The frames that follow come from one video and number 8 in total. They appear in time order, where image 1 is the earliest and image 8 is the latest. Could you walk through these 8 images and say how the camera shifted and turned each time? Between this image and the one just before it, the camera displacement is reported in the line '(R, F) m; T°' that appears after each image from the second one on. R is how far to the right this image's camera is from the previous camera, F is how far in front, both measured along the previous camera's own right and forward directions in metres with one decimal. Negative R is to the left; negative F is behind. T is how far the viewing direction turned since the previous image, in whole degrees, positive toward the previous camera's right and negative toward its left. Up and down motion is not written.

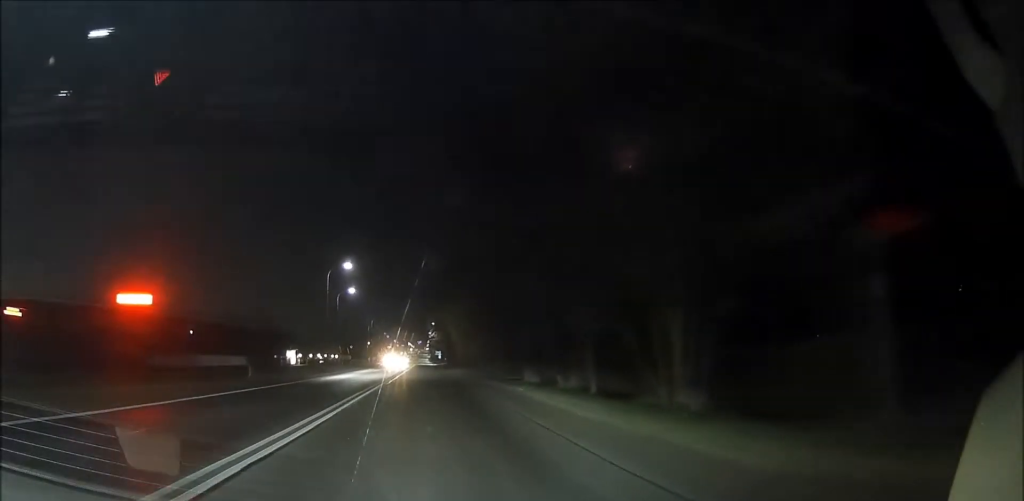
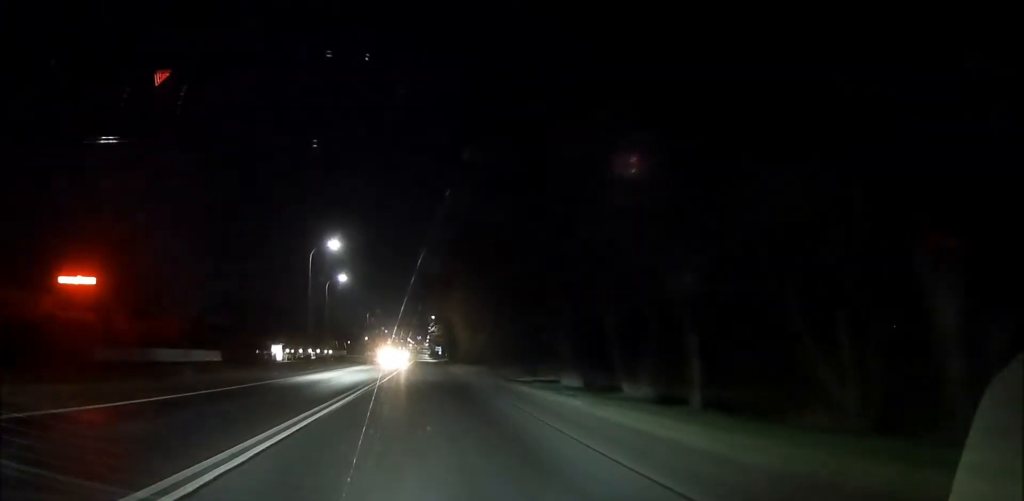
(+0.2, +9.9) m; 0°
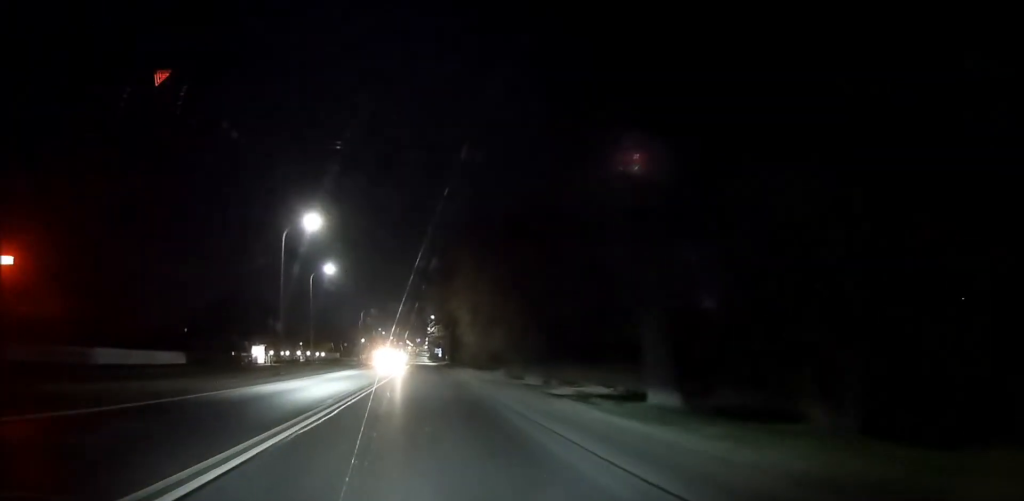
(+0.1, +10.4) m; 0°
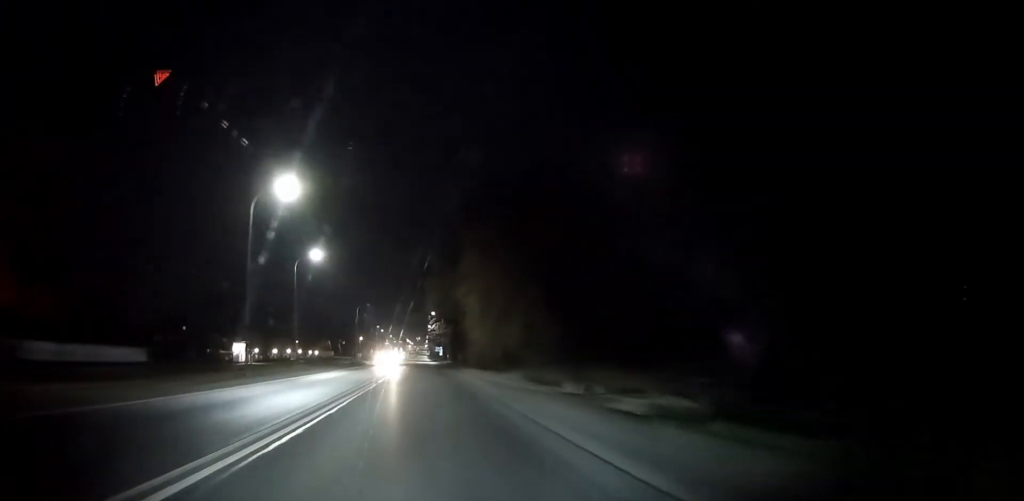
(-0.1, +8.7) m; 0°
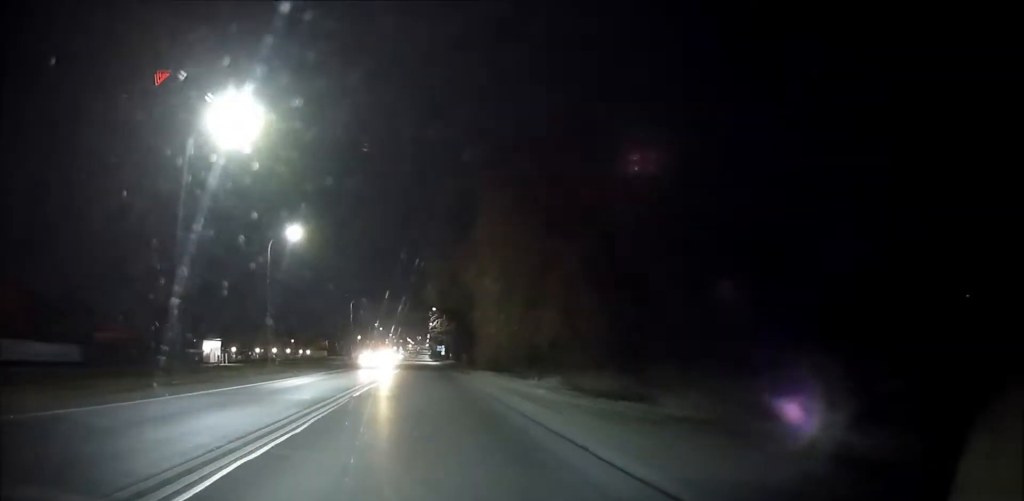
(0.0, +10.9) m; 0°
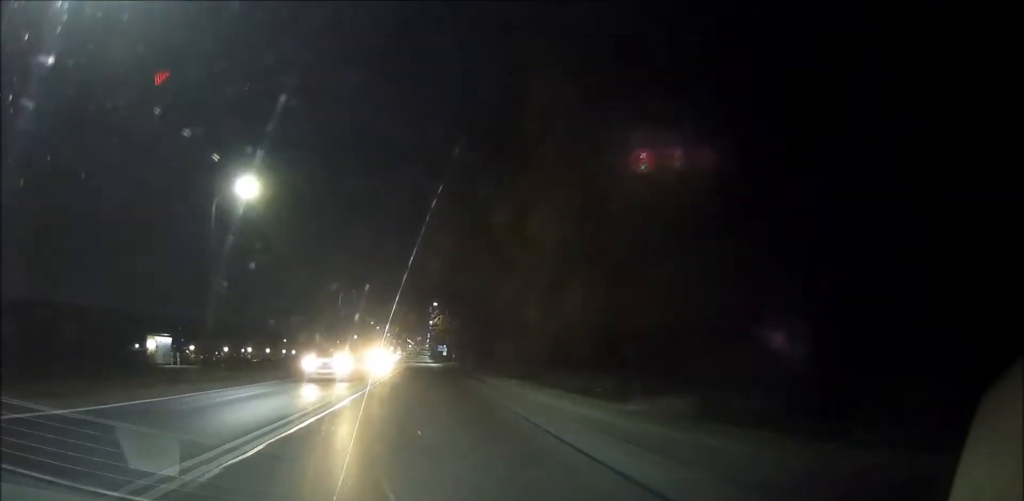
(+0.1, +14.1) m; 0°
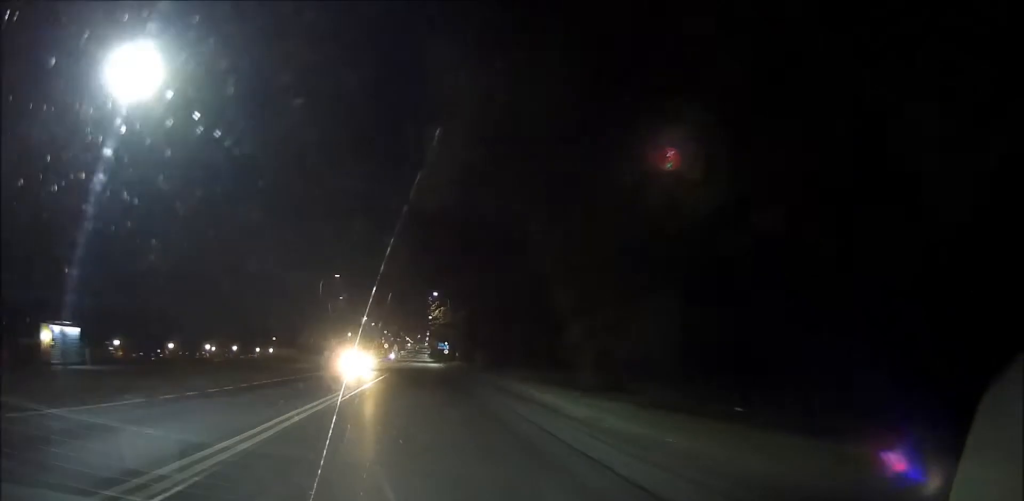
(+0.1, +16.2) m; 0°
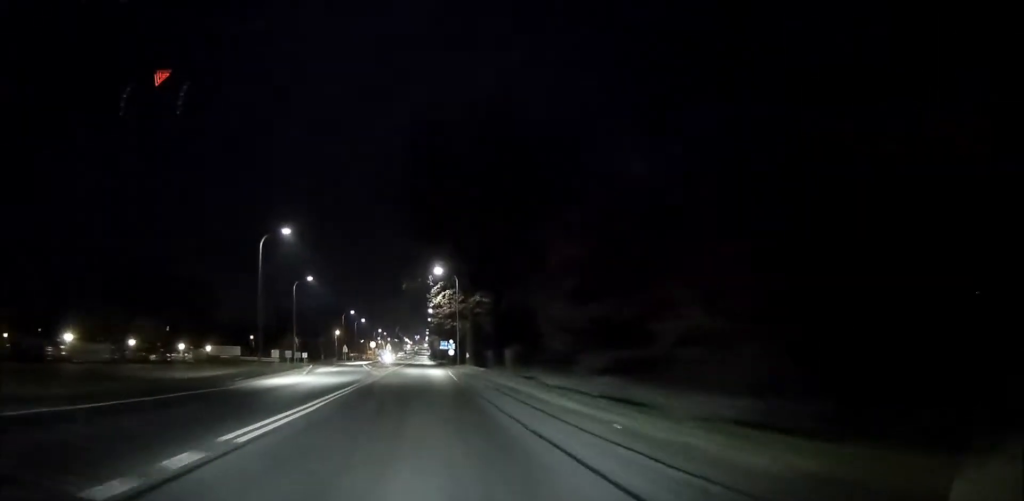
(-0.2, +28.6) m; -1°
